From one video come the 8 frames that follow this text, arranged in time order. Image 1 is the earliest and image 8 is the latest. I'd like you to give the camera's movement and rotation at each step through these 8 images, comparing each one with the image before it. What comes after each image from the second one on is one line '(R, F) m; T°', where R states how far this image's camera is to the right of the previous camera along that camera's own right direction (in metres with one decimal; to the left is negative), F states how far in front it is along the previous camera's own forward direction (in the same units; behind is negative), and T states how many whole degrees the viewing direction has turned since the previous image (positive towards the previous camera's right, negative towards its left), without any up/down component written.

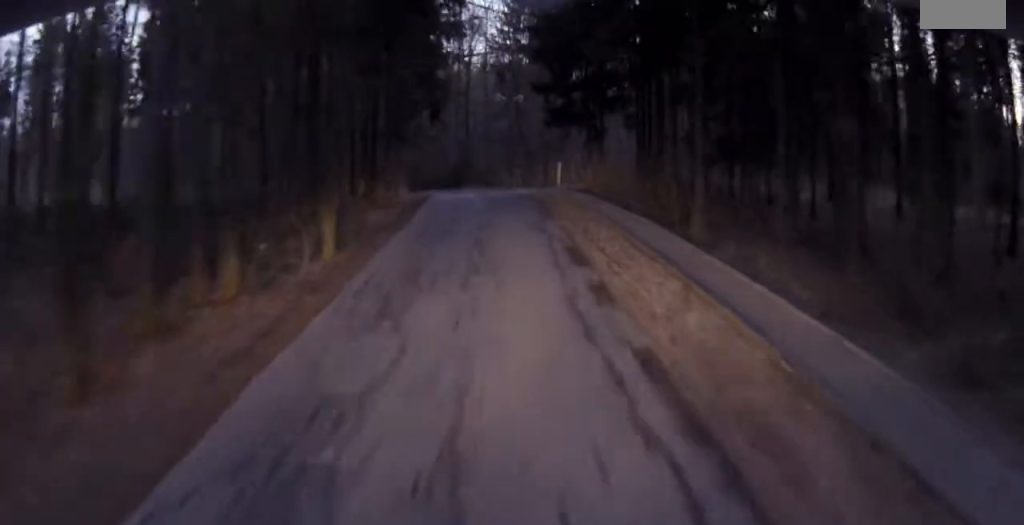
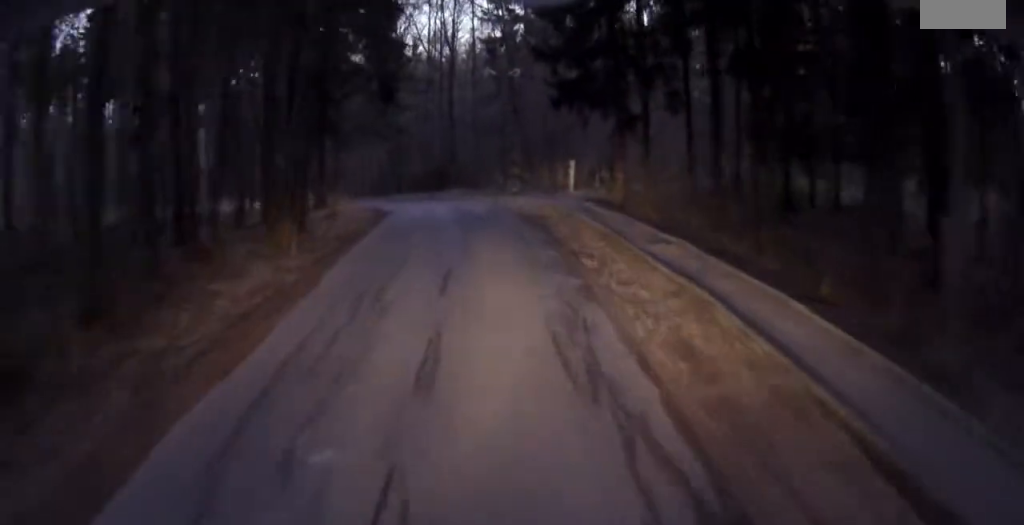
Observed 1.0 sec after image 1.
(-0.3, +12.4) m; -2°
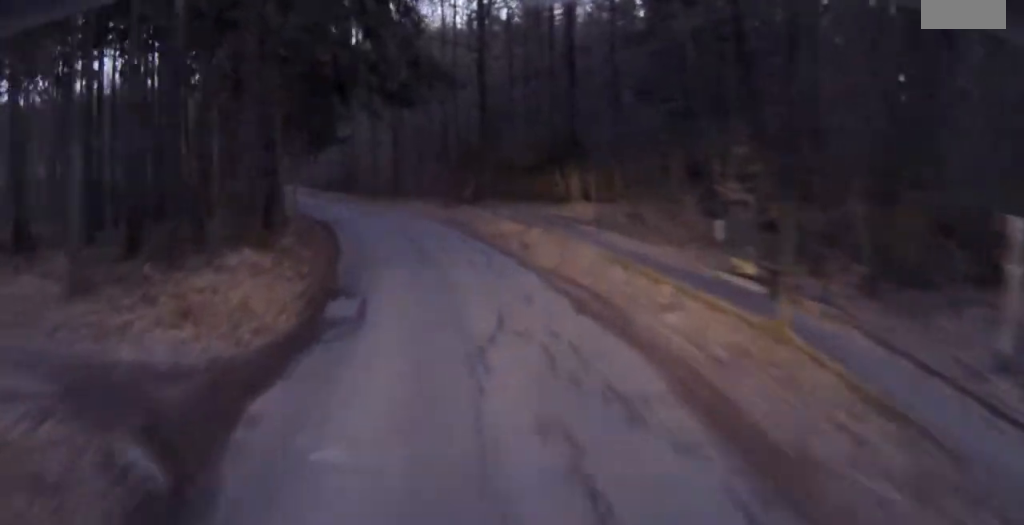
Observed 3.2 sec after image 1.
(+0.4, +28.7) m; -2°
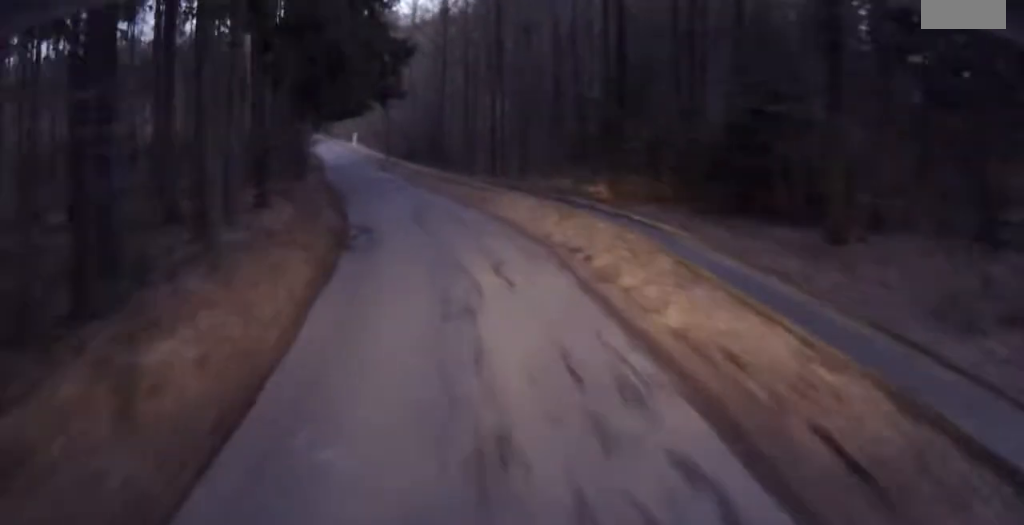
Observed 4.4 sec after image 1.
(-1.6, +17.8) m; -10°
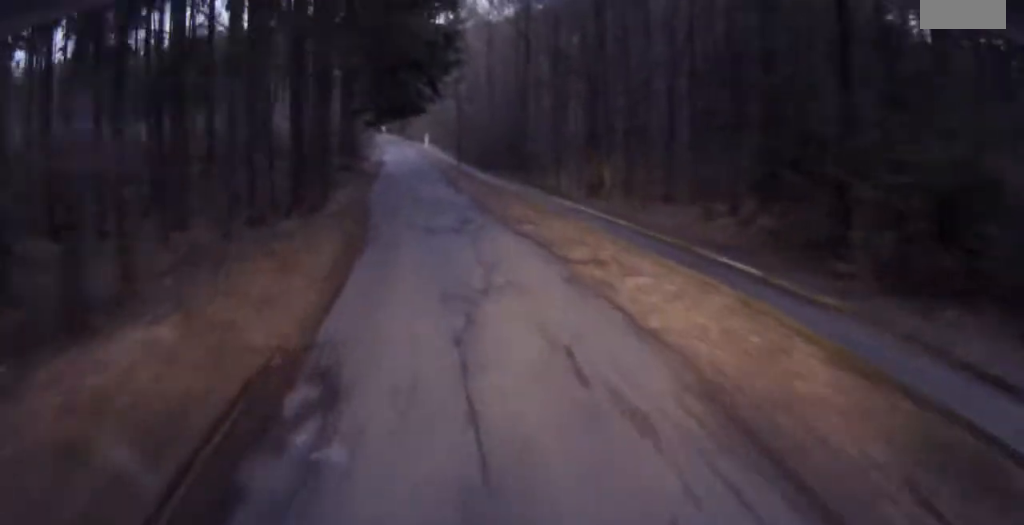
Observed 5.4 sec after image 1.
(-1.1, +15.1) m; -5°
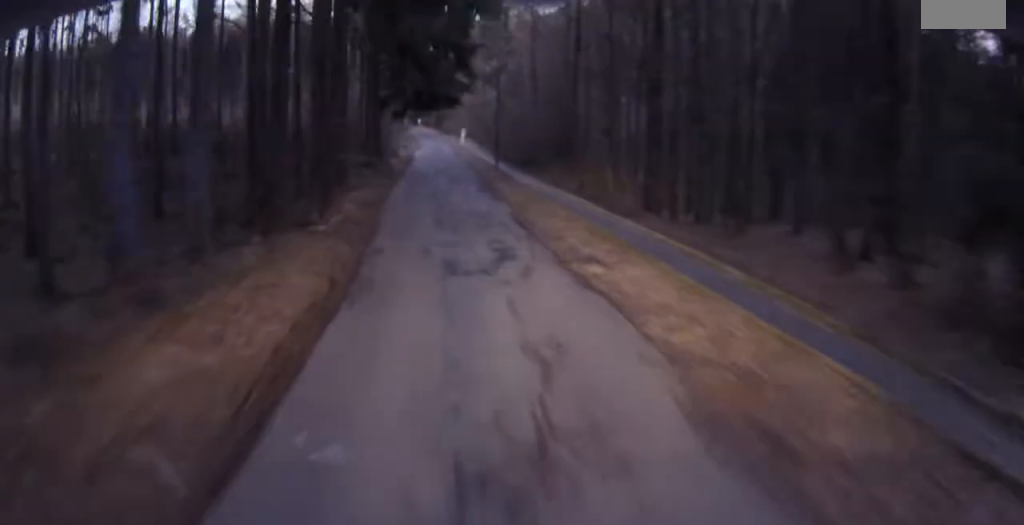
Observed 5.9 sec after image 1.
(+0.1, +7.6) m; -1°
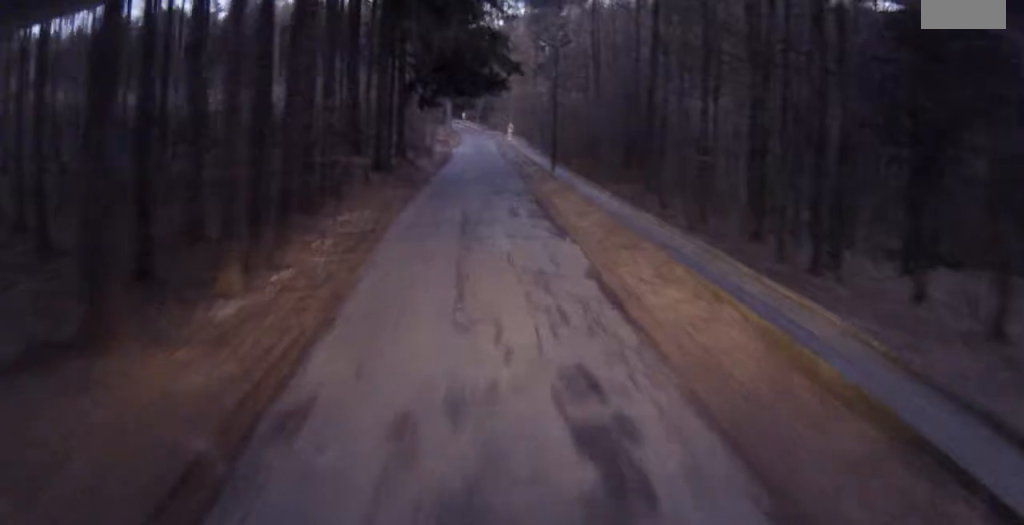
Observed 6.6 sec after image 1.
(-0.3, +12.1) m; -3°
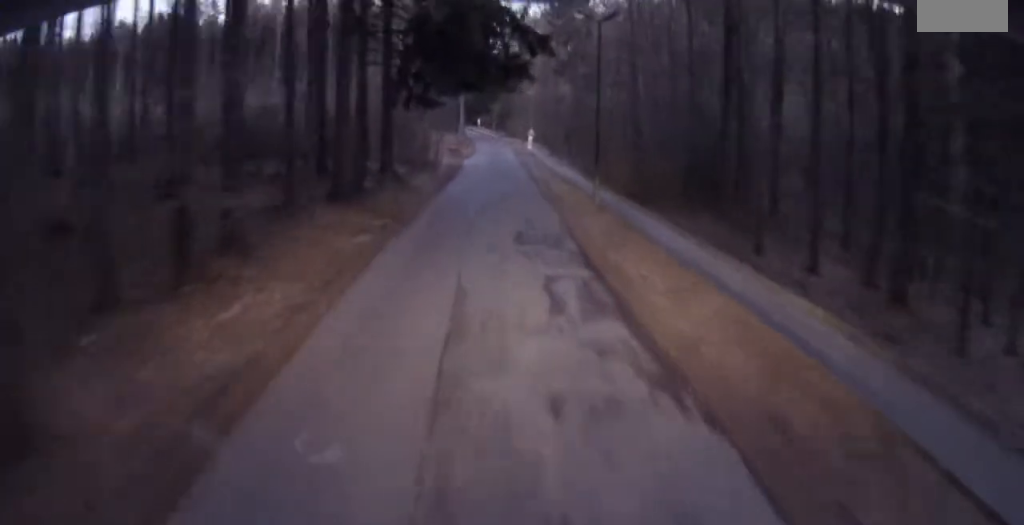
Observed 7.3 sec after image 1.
(-0.3, +11.8) m; -2°
